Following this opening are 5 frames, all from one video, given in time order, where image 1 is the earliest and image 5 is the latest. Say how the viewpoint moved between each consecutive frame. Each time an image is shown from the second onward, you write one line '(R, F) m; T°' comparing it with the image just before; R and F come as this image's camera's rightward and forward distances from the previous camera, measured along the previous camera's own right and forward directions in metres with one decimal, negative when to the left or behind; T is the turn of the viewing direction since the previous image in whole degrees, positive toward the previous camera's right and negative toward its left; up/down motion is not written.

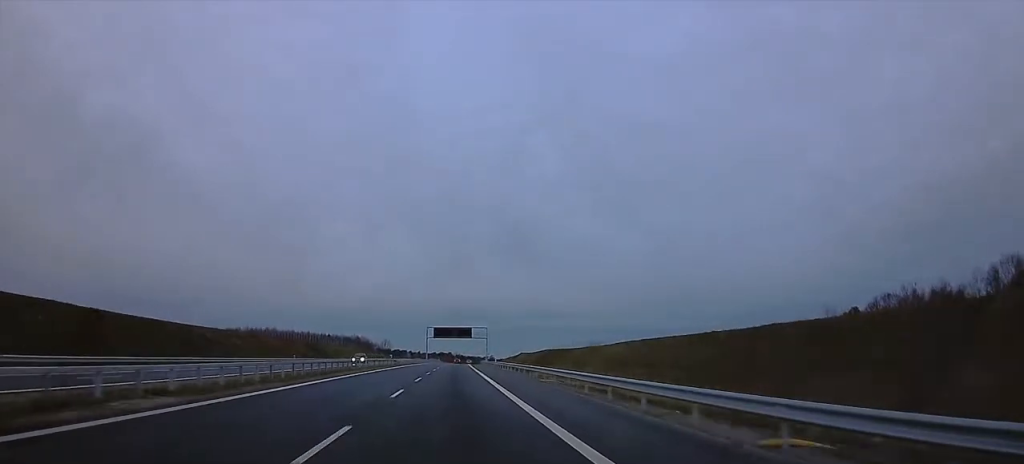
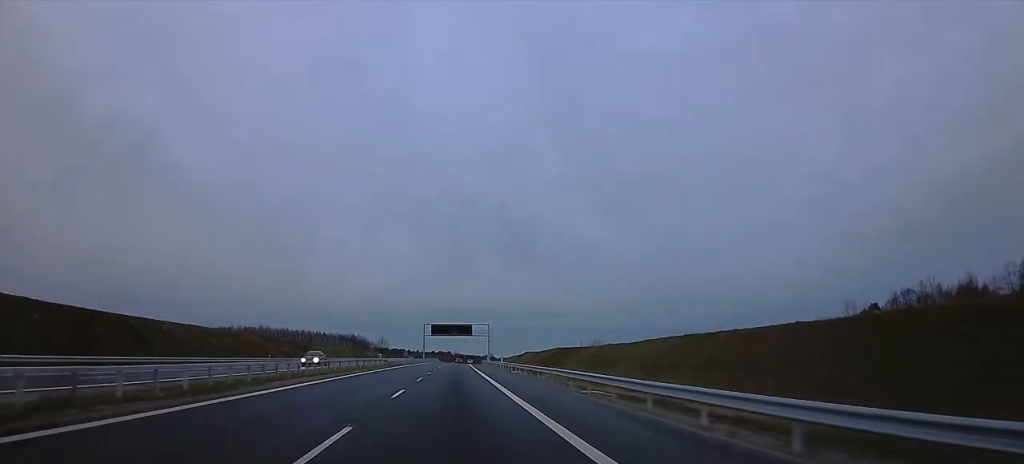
(0.0, +12.2) m; 0°
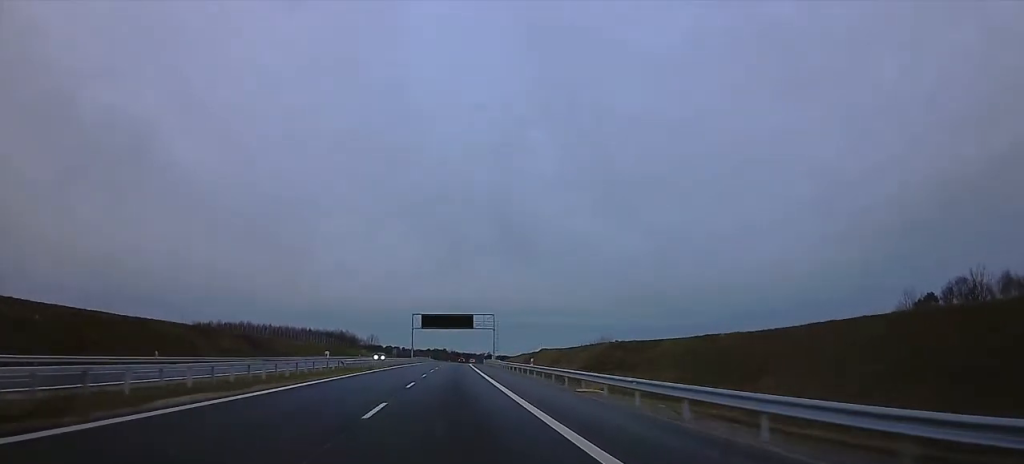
(0.0, +30.6) m; +1°
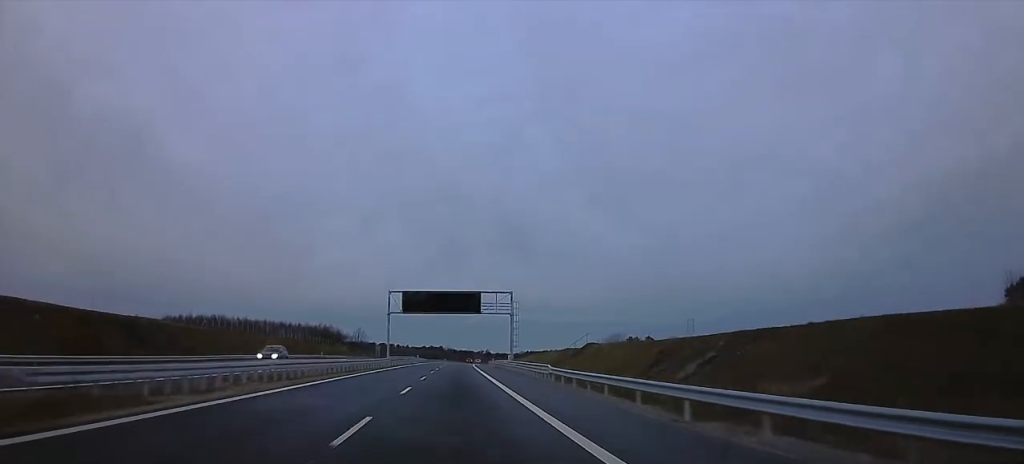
(+0.5, +39.7) m; 0°
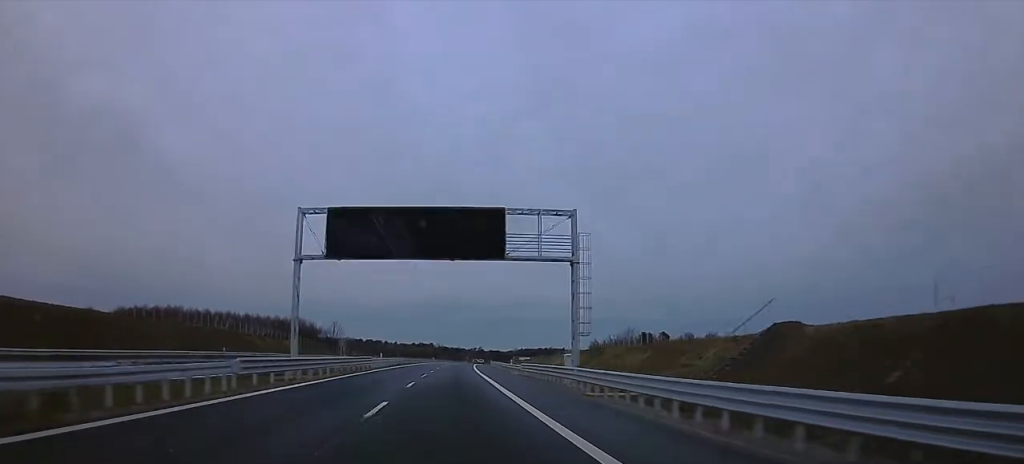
(-0.5, +44.1) m; 0°
